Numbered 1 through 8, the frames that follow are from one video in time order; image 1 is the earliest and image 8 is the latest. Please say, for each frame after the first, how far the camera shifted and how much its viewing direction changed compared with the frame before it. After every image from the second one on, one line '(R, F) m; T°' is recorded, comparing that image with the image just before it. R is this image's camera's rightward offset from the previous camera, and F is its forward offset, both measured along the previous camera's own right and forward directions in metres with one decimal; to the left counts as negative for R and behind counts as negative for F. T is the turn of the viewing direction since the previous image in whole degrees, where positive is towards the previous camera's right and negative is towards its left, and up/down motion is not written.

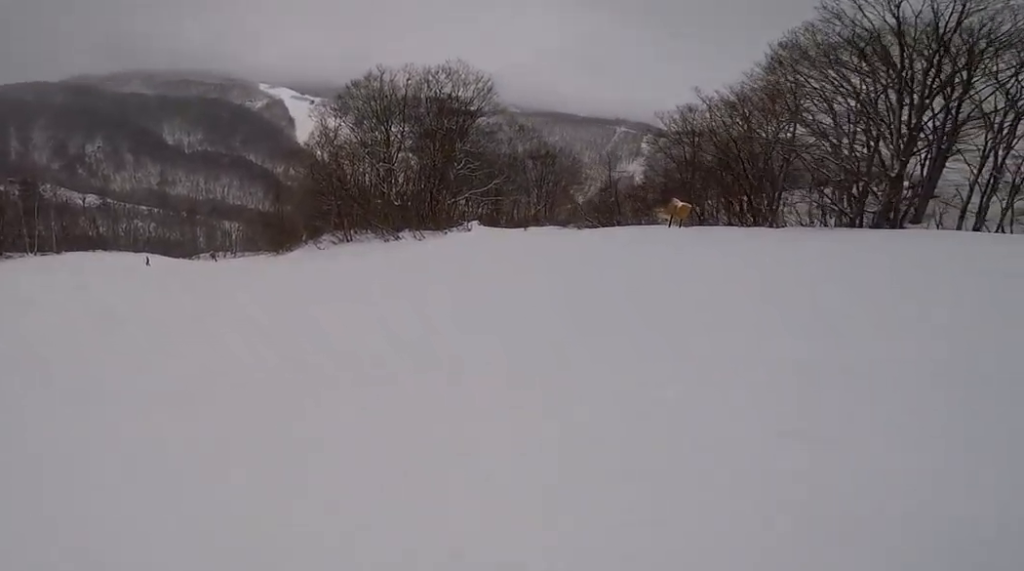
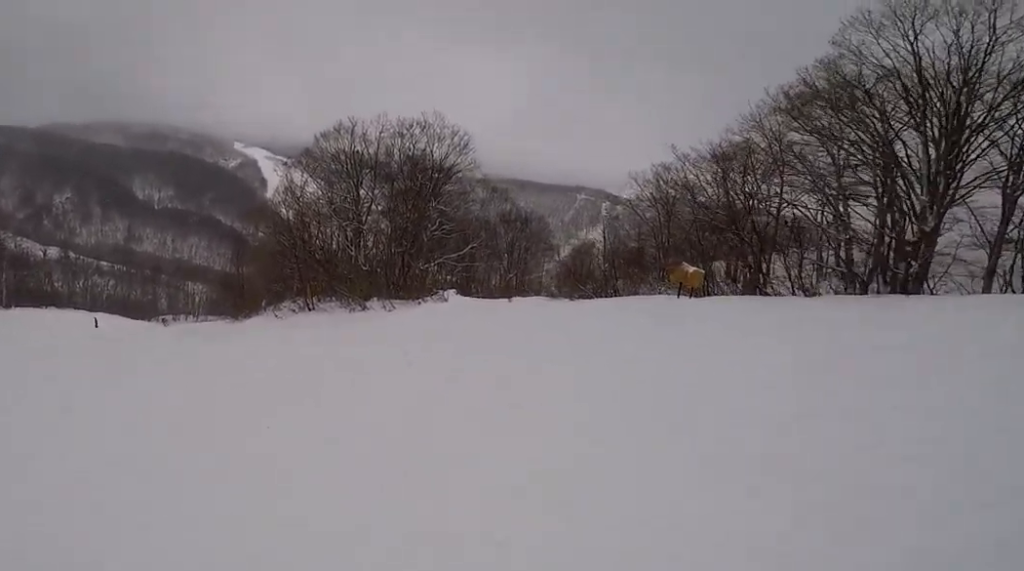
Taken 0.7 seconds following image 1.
(-0.1, +3.7) m; -9°
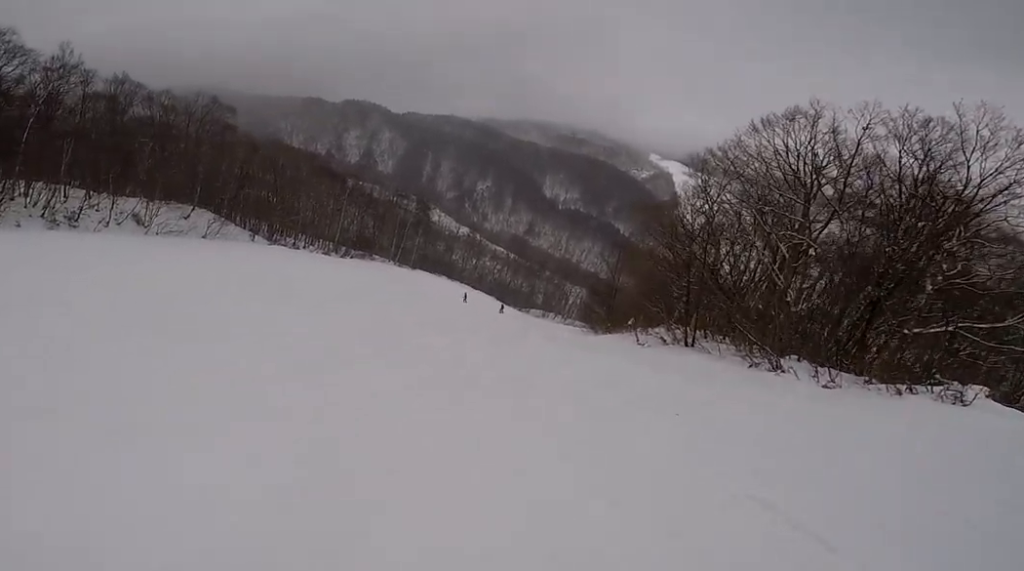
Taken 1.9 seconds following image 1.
(-1.0, +6.1) m; -17°
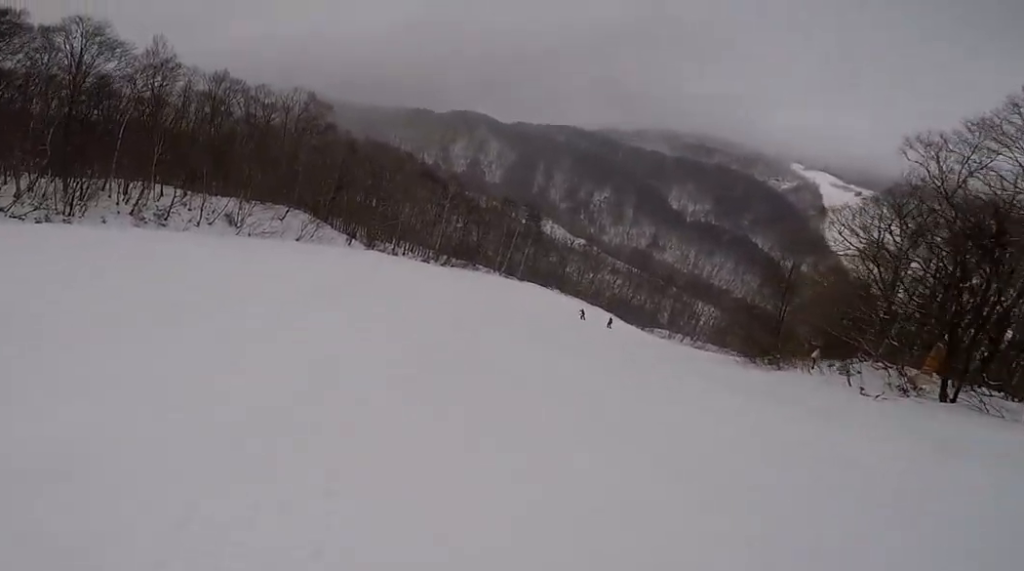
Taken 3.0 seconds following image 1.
(-0.9, +6.2) m; -24°
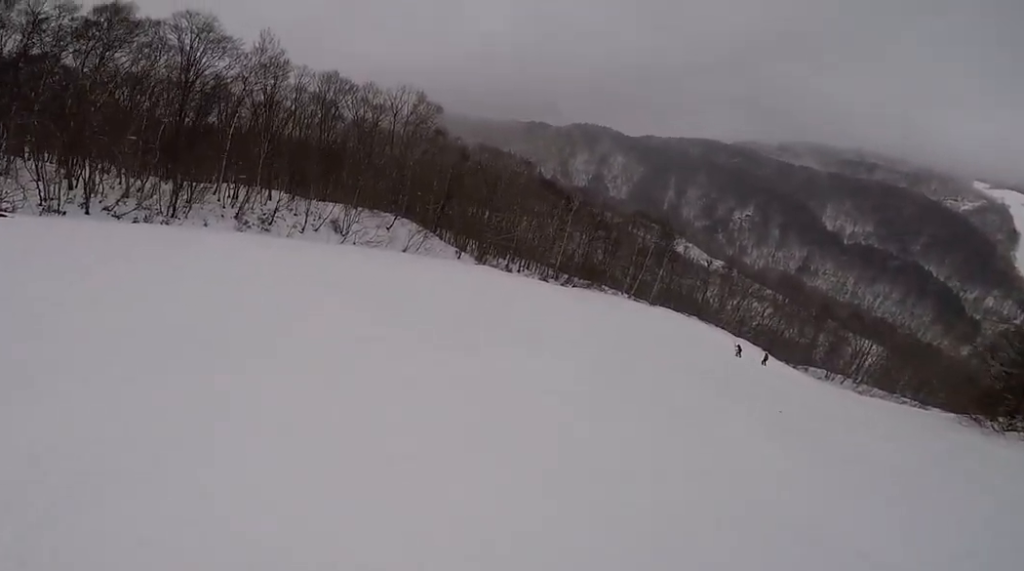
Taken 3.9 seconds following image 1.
(-1.1, +5.2) m; -20°
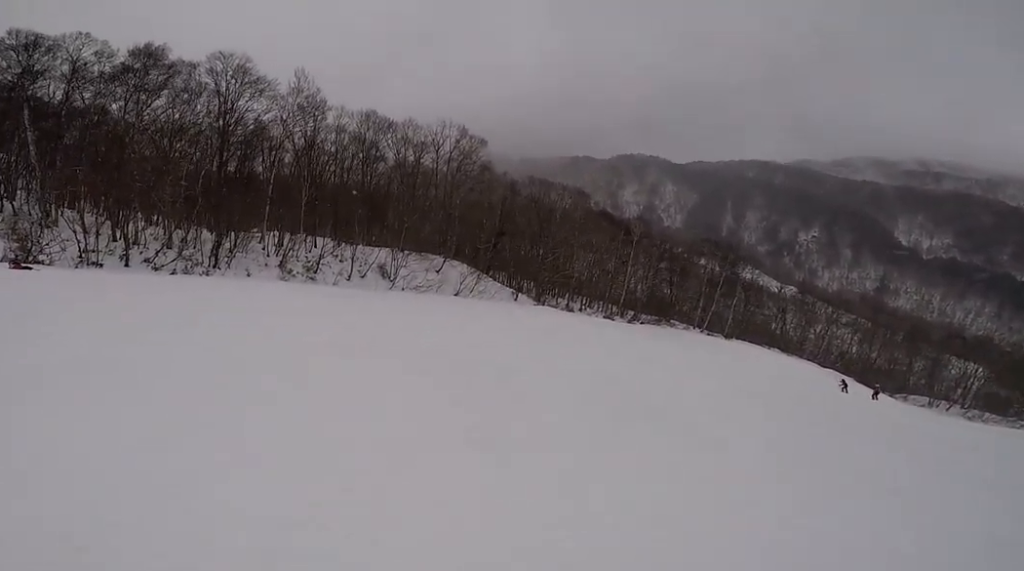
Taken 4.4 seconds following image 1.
(-0.5, +3.1) m; -1°
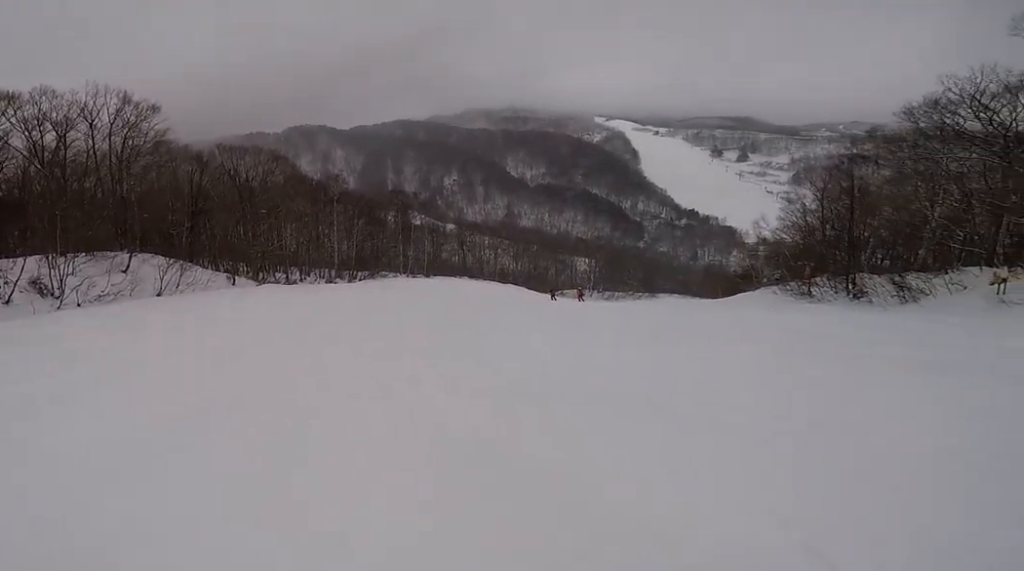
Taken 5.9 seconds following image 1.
(+0.5, +7.5) m; +29°
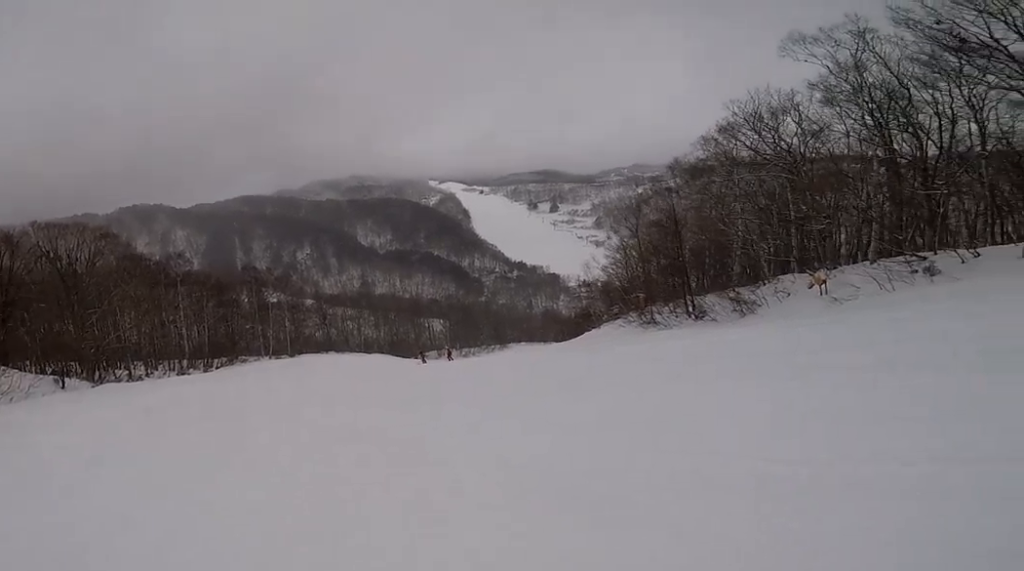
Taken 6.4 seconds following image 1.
(+0.8, +2.5) m; +18°
